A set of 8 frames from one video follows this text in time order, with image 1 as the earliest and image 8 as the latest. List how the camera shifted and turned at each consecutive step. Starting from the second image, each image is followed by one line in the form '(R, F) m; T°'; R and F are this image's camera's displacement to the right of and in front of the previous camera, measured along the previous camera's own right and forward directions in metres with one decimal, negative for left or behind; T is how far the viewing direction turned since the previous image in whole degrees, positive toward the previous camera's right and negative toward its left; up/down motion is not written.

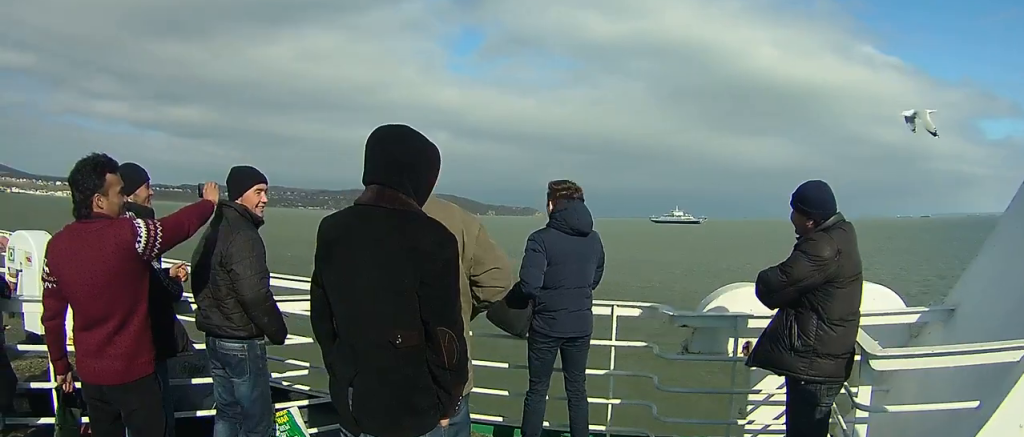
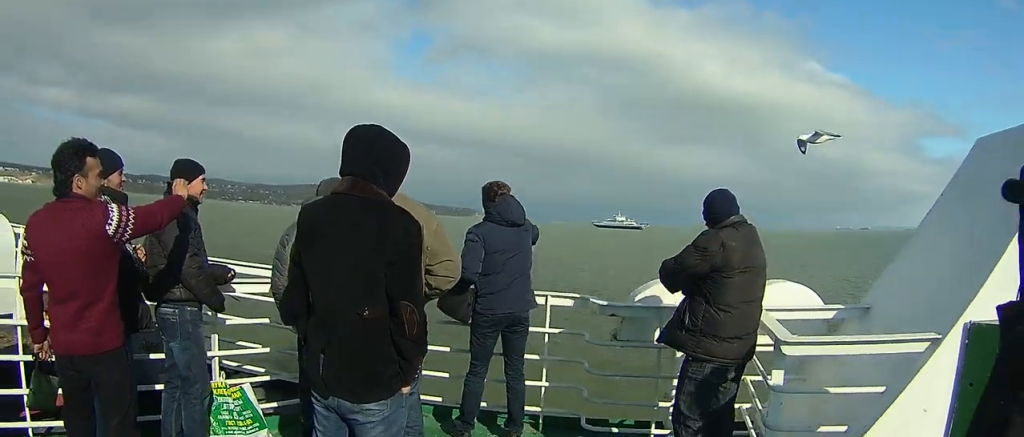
(0.0, +4.2) m; +1°
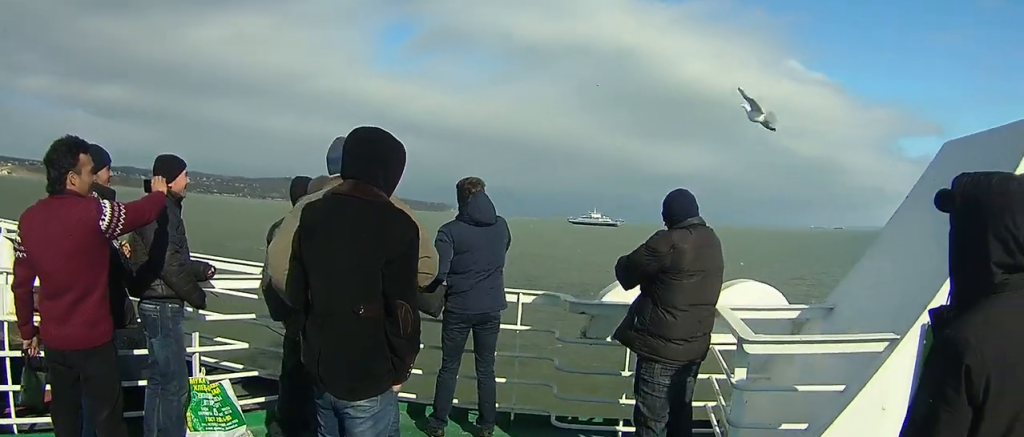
(0.0, +1.8) m; 0°
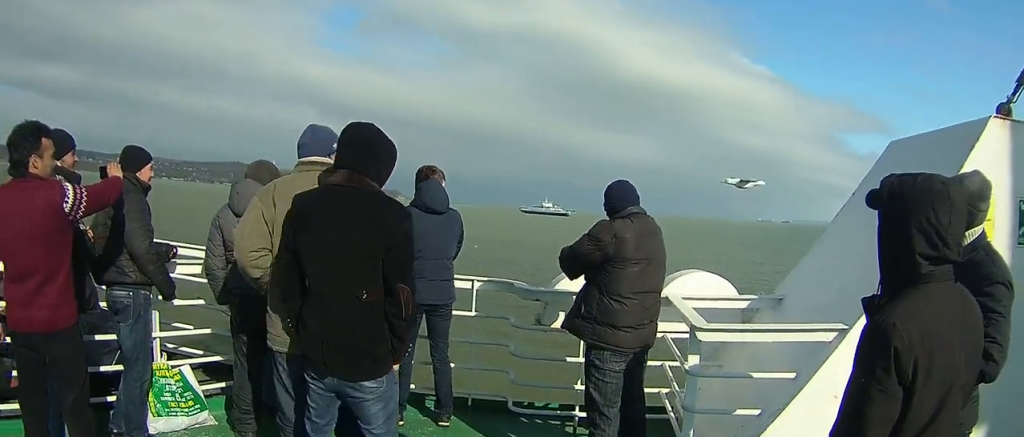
(0.0, +5.4) m; -1°
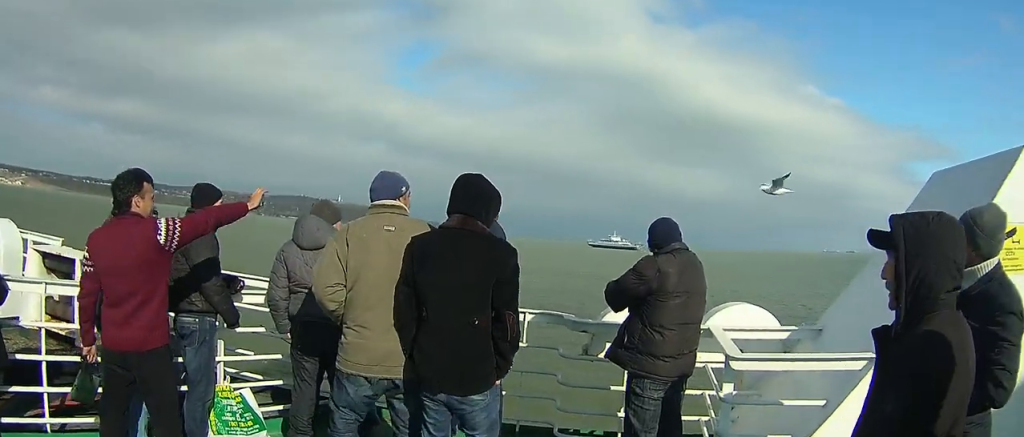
(0.0, +4.7) m; 0°
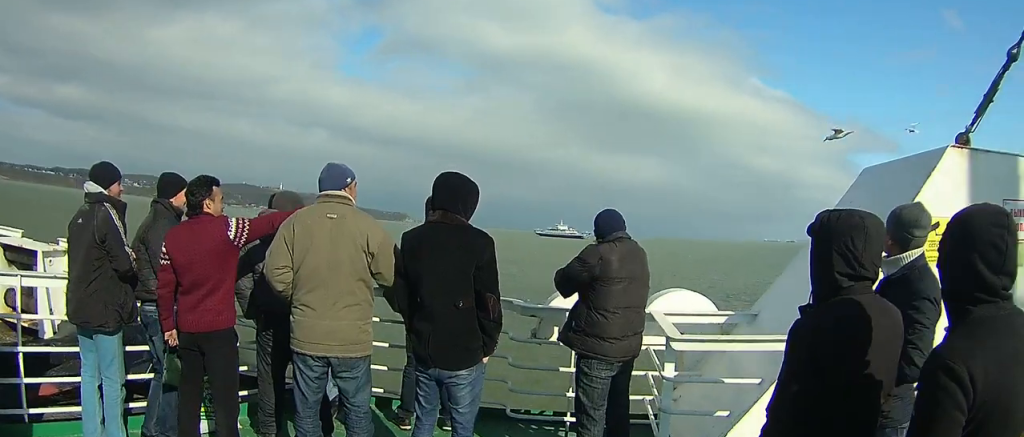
(-0.1, +8.6) m; 0°
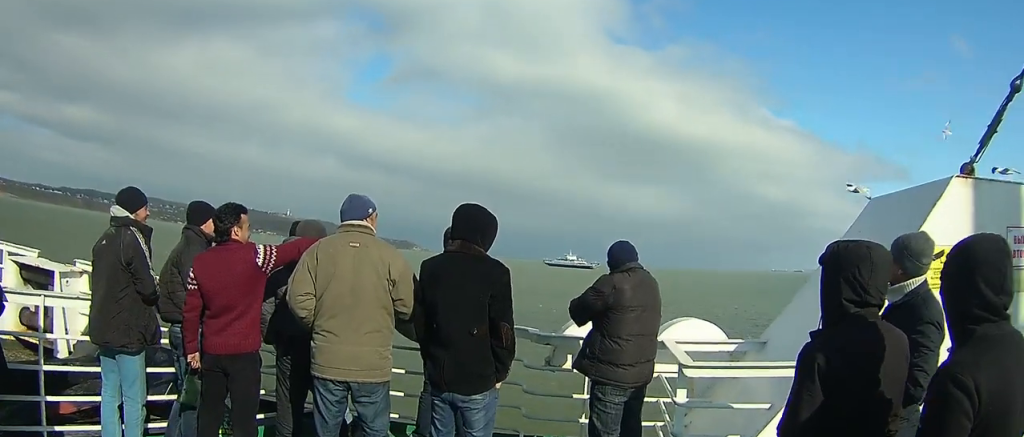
(0.0, +3.0) m; +1°
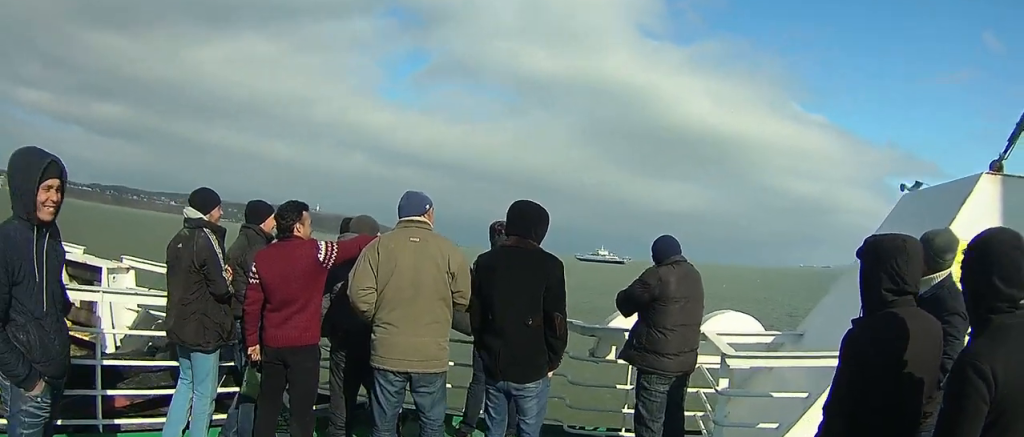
(0.0, +4.4) m; +1°
